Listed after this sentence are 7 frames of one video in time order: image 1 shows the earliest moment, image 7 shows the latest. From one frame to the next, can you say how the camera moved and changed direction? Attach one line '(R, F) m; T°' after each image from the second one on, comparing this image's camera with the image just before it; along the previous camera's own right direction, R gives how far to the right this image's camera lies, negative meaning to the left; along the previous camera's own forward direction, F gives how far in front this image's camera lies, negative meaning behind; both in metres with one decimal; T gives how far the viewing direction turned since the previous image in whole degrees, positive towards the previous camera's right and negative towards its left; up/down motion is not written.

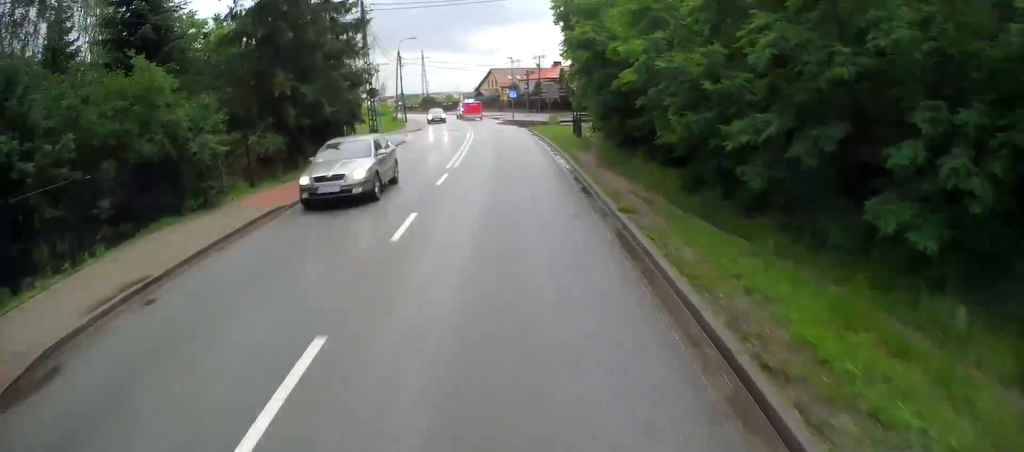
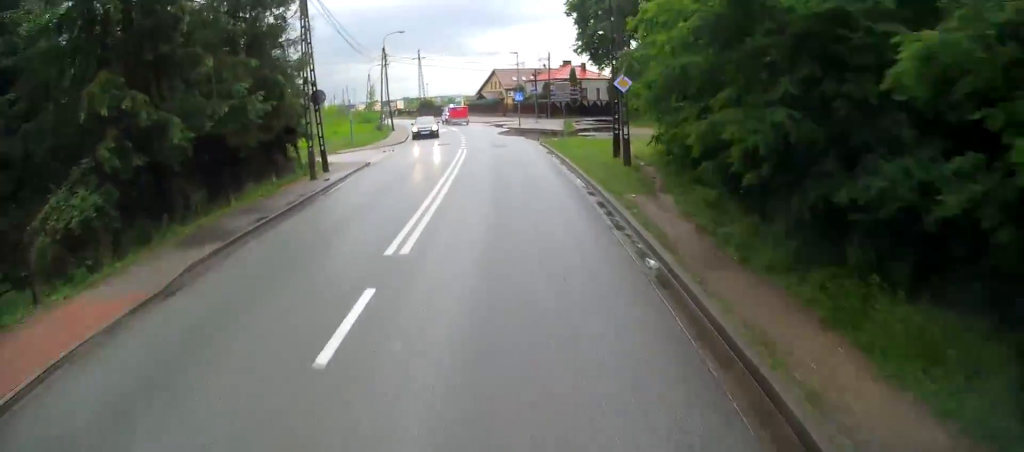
(0.0, +10.4) m; 0°
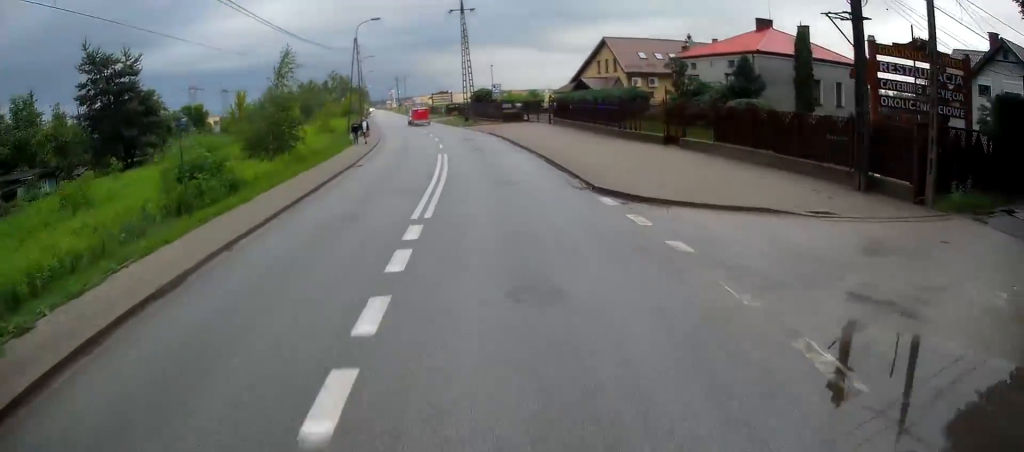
(-2.4, +53.6) m; -6°
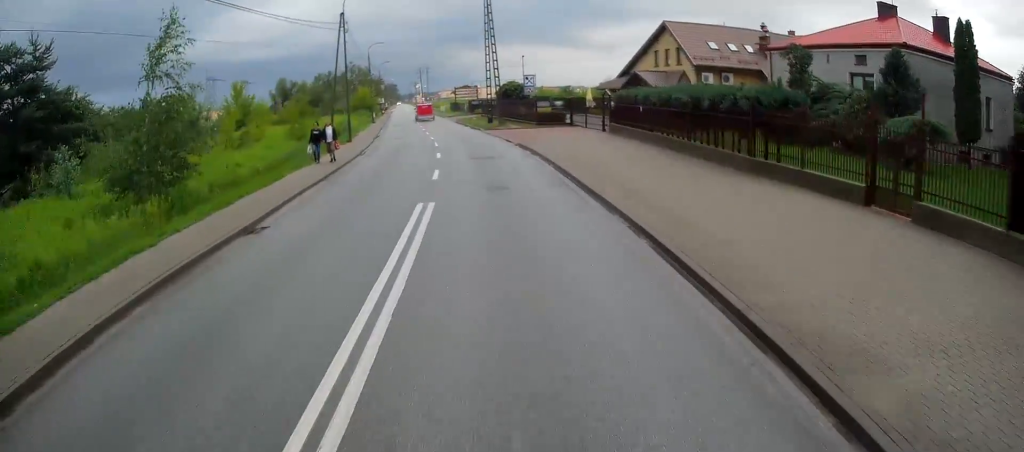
(-0.2, +13.2) m; -3°
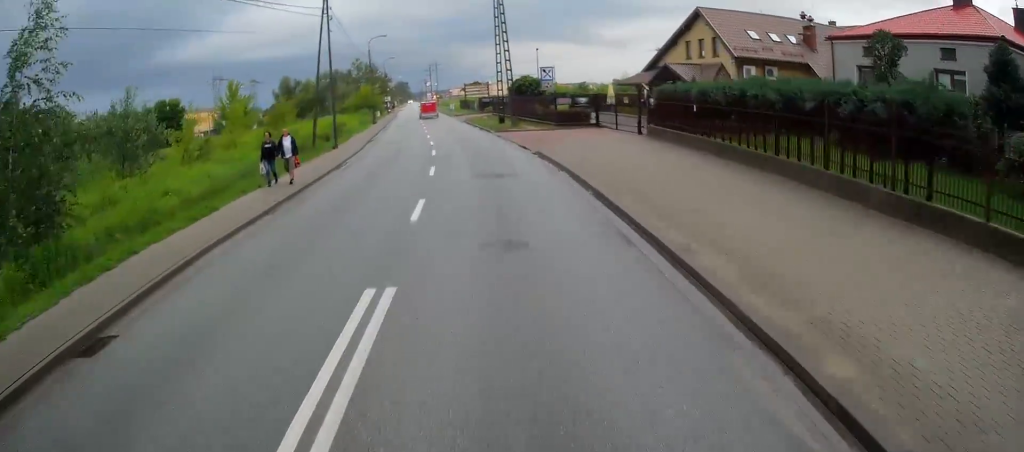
(-0.2, +6.2) m; -2°
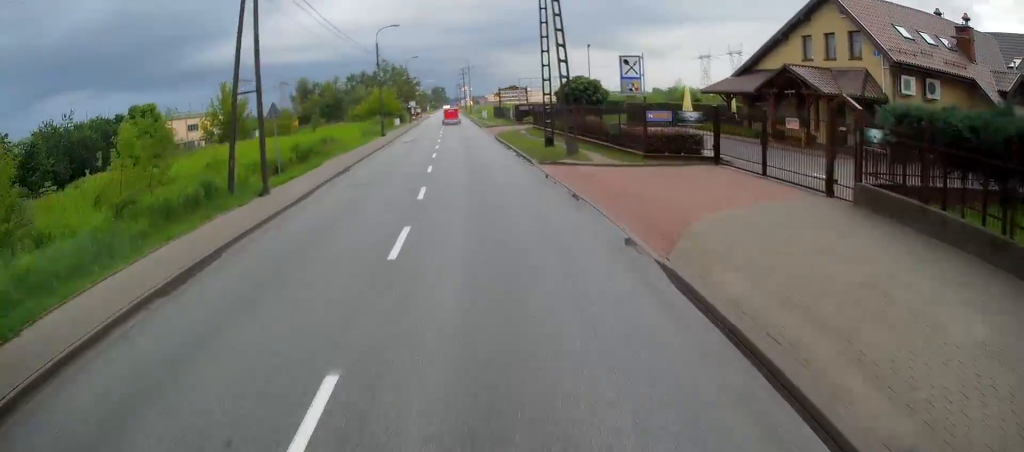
(-0.6, +14.5) m; -4°
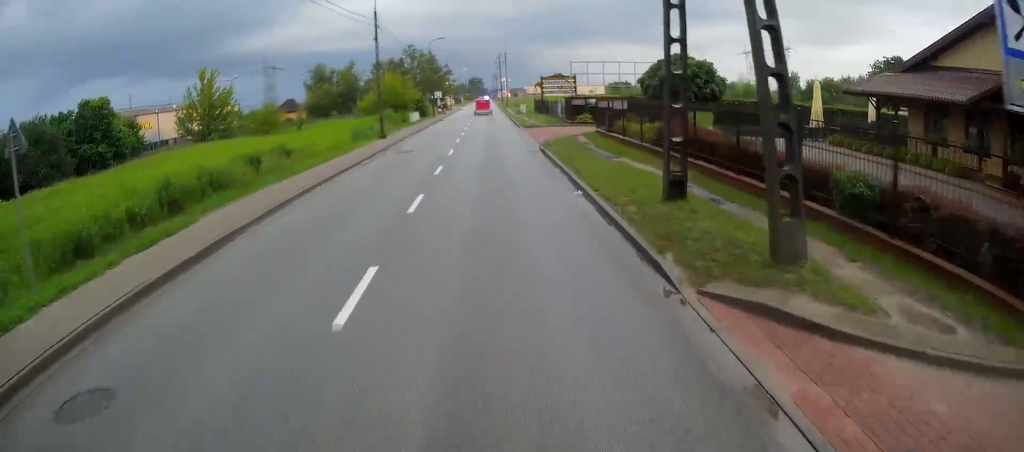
(-0.4, +15.1) m; -3°
